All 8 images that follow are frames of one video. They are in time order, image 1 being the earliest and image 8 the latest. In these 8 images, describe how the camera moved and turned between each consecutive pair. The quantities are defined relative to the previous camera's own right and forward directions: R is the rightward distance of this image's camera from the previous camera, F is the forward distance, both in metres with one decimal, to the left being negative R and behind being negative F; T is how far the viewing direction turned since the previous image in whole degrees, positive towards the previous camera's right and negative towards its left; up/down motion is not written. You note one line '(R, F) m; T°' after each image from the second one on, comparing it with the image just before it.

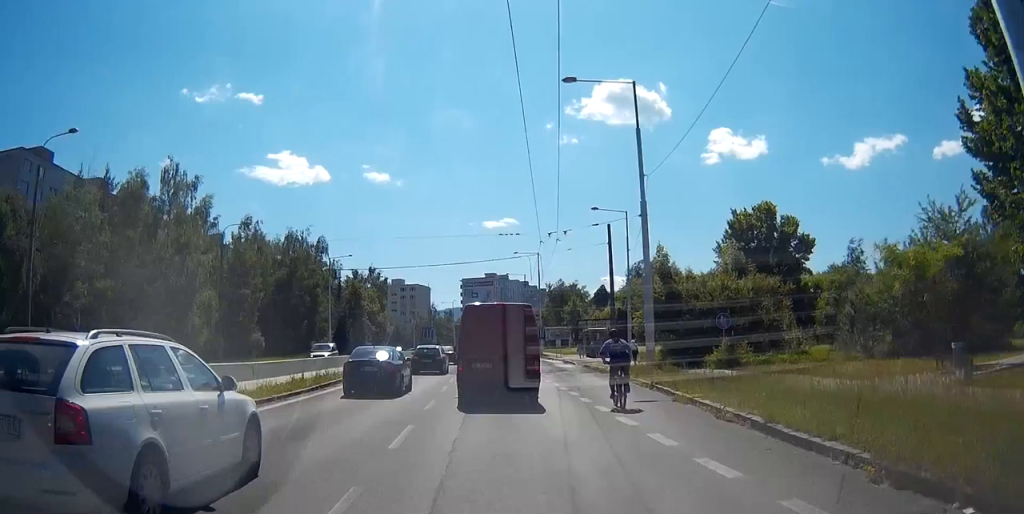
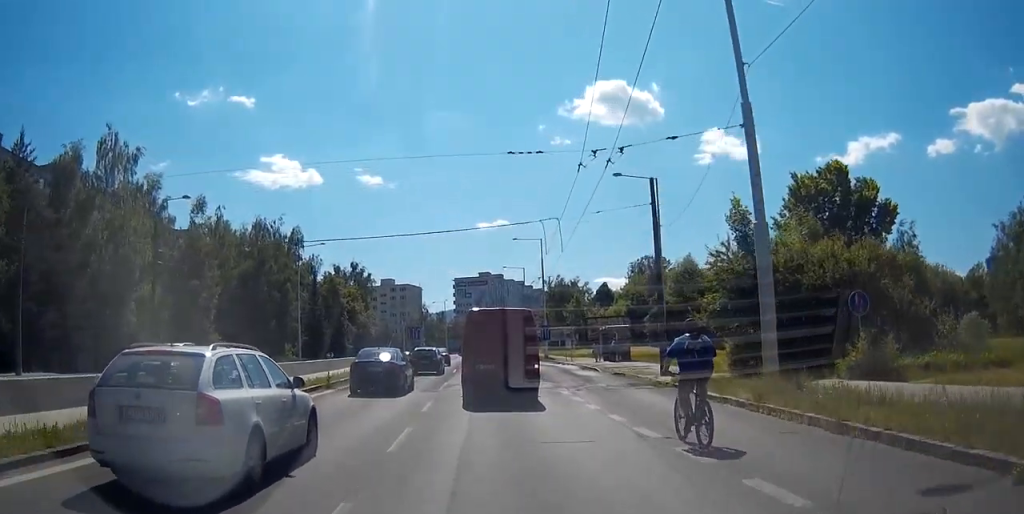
(+0.4, +13.0) m; +4°
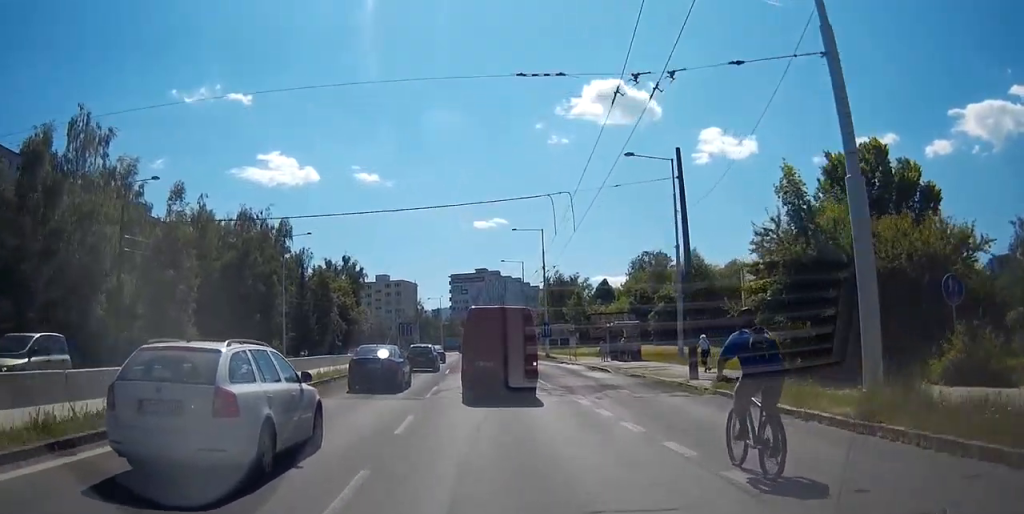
(+0.1, +4.9) m; +1°
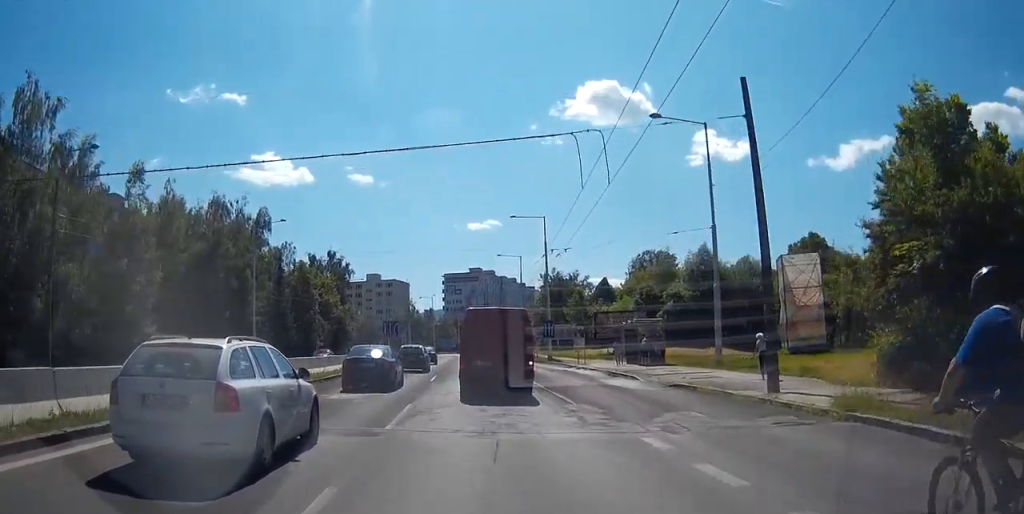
(+0.1, +7.9) m; +1°
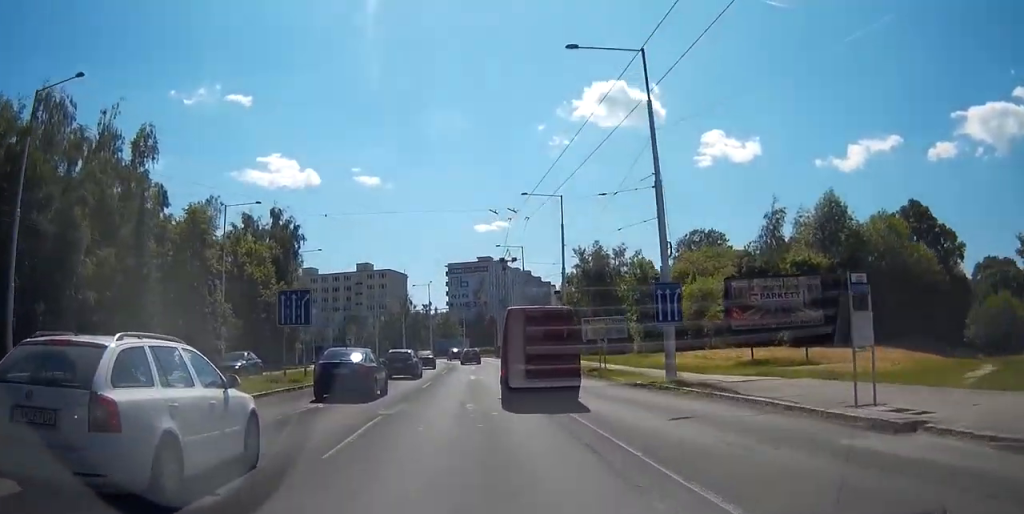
(0.0, +36.7) m; -1°
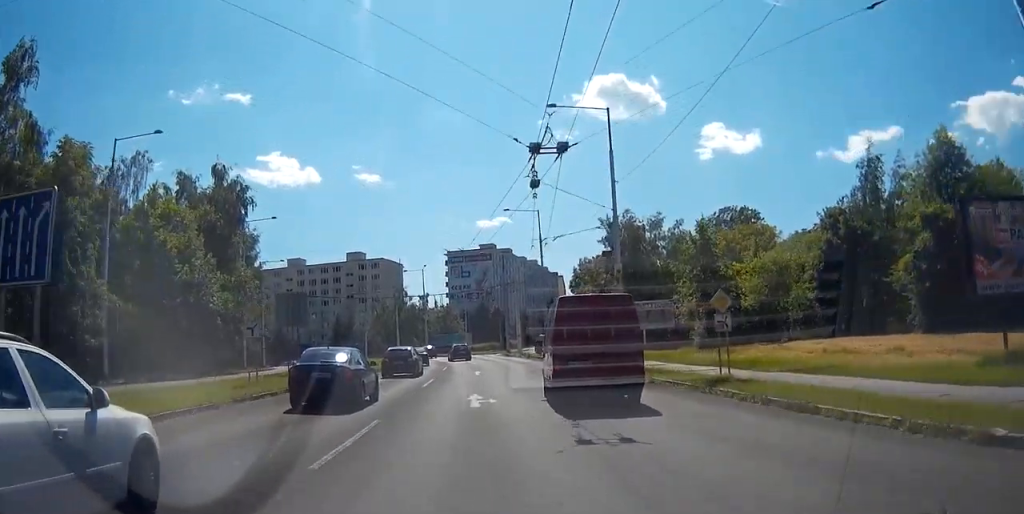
(-0.2, +19.4) m; 0°
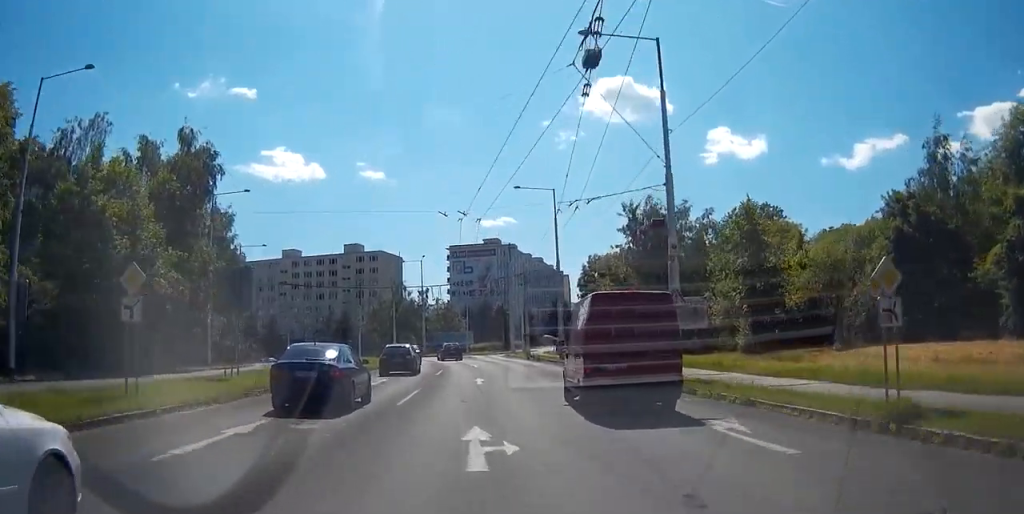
(0.0, +8.9) m; 0°
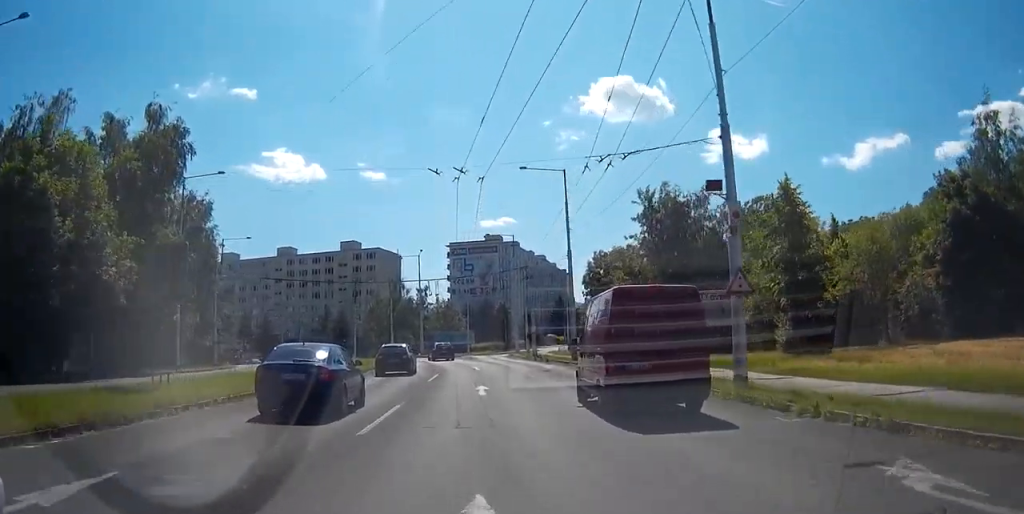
(0.0, +6.0) m; 0°
